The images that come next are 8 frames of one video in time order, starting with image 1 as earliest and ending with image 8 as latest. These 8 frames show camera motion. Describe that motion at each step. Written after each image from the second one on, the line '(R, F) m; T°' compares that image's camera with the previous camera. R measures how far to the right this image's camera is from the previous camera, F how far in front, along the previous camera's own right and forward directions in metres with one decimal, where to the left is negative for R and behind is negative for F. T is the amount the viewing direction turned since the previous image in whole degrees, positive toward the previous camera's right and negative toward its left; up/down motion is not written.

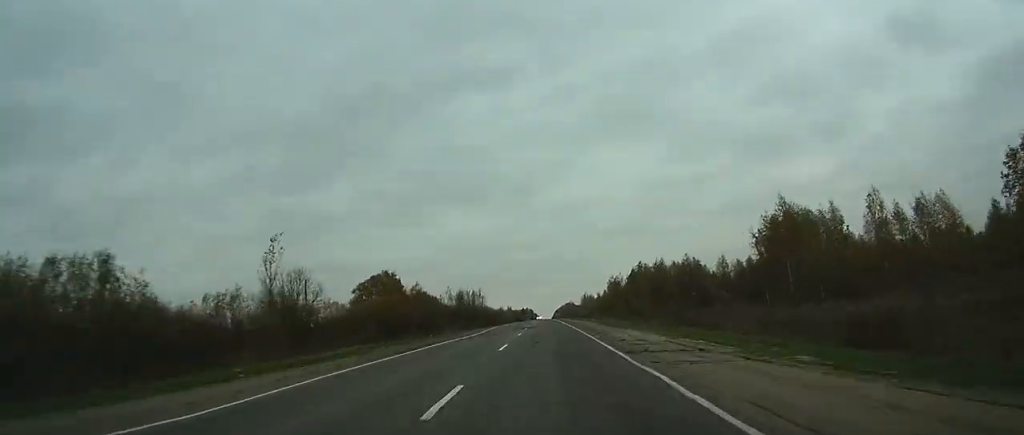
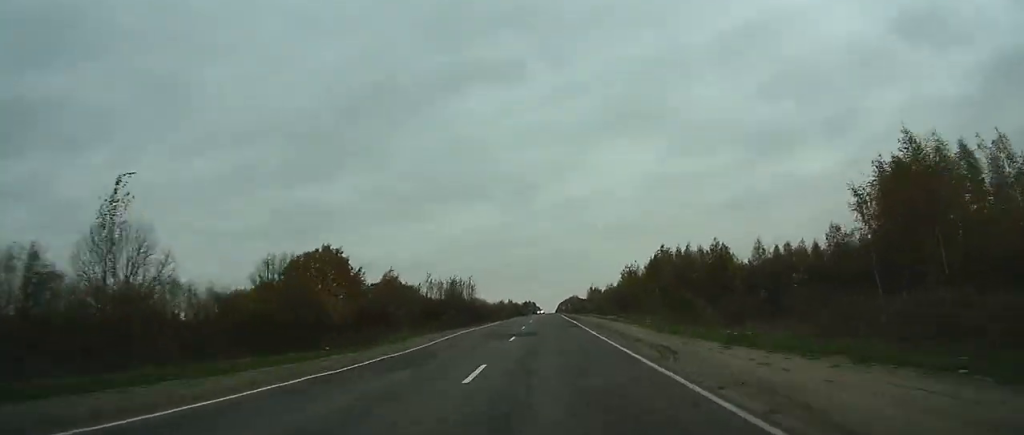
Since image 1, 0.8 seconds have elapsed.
(-0.1, +20.4) m; 0°
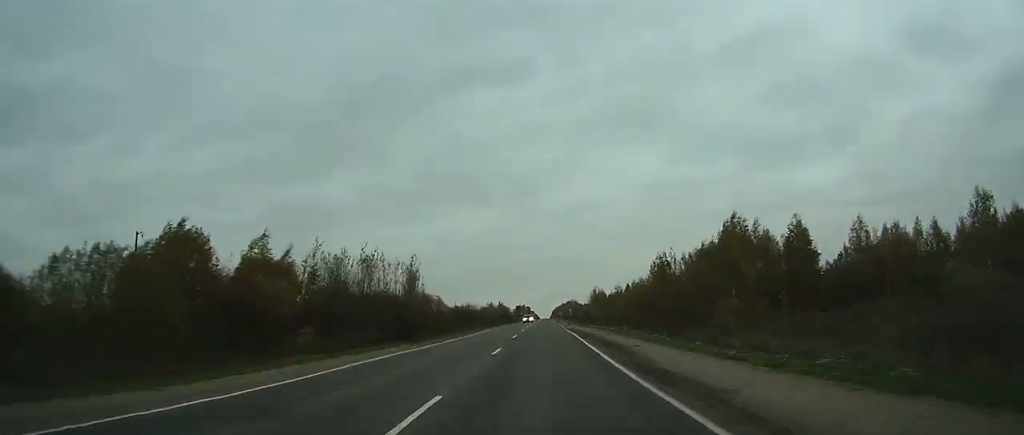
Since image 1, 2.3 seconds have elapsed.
(0.0, +41.0) m; 0°
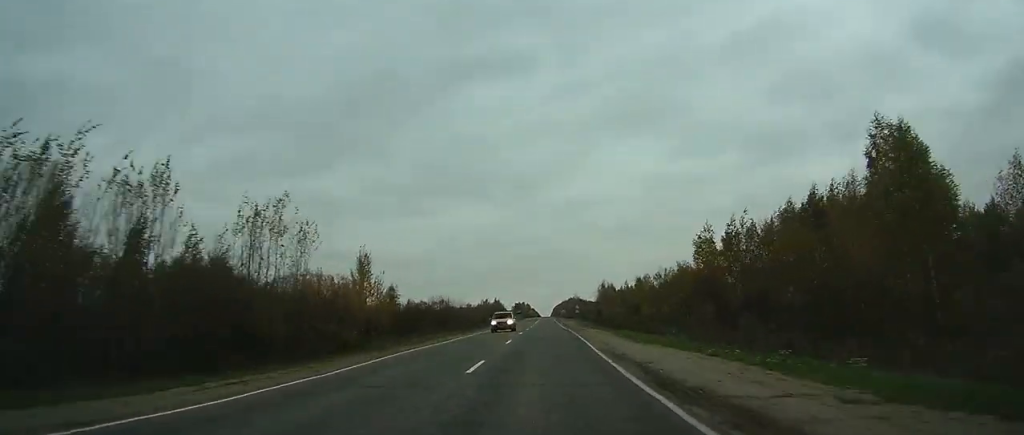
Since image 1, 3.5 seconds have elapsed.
(+0.1, +31.4) m; 0°
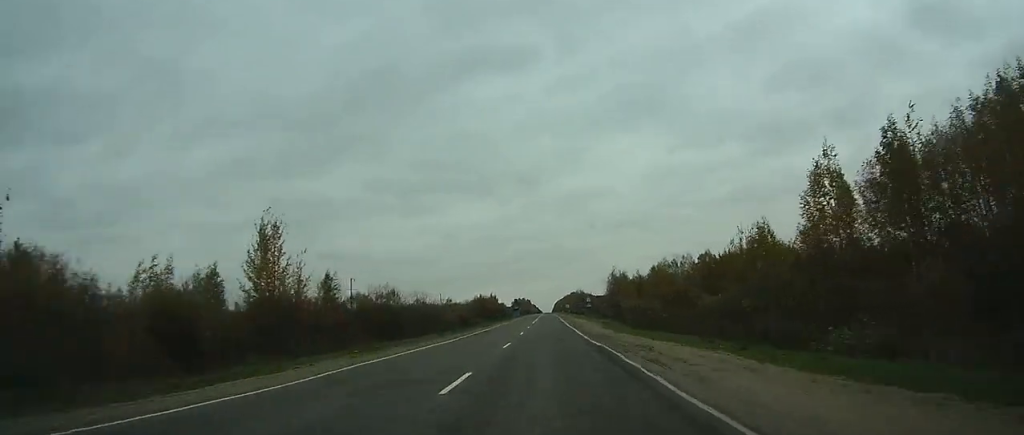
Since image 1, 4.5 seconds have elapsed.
(0.0, +29.4) m; 0°
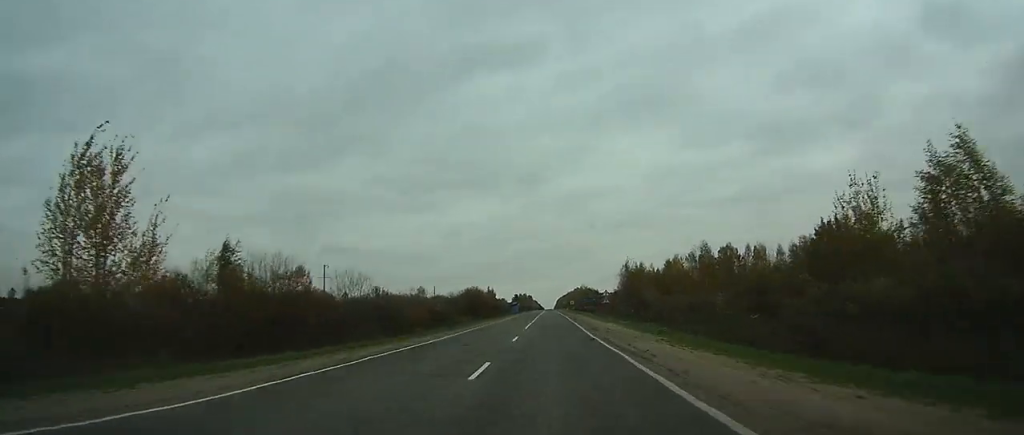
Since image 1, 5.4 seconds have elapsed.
(0.0, +23.9) m; 0°
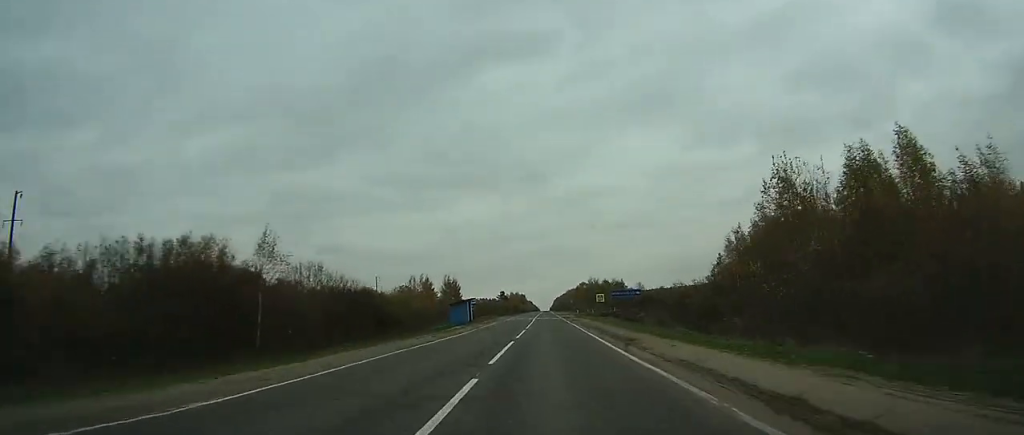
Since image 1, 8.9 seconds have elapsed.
(+0.1, +92.7) m; 0°
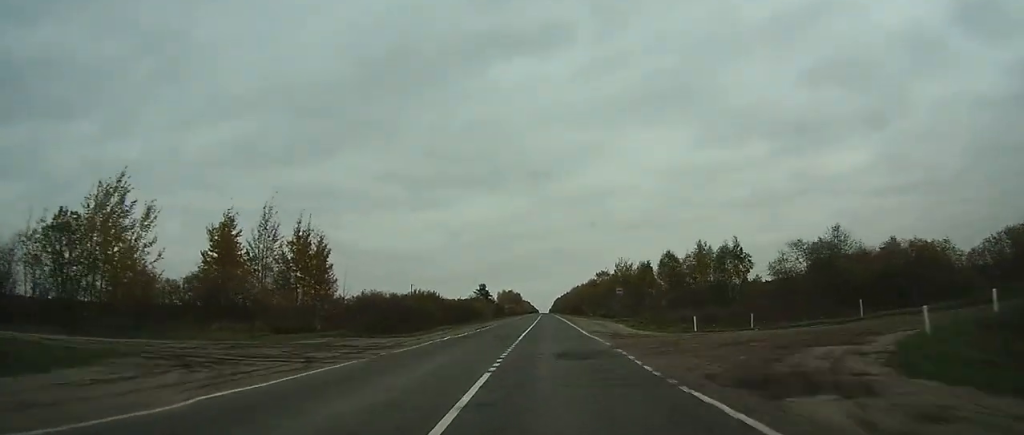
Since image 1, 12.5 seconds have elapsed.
(+0.2, +95.0) m; 0°
